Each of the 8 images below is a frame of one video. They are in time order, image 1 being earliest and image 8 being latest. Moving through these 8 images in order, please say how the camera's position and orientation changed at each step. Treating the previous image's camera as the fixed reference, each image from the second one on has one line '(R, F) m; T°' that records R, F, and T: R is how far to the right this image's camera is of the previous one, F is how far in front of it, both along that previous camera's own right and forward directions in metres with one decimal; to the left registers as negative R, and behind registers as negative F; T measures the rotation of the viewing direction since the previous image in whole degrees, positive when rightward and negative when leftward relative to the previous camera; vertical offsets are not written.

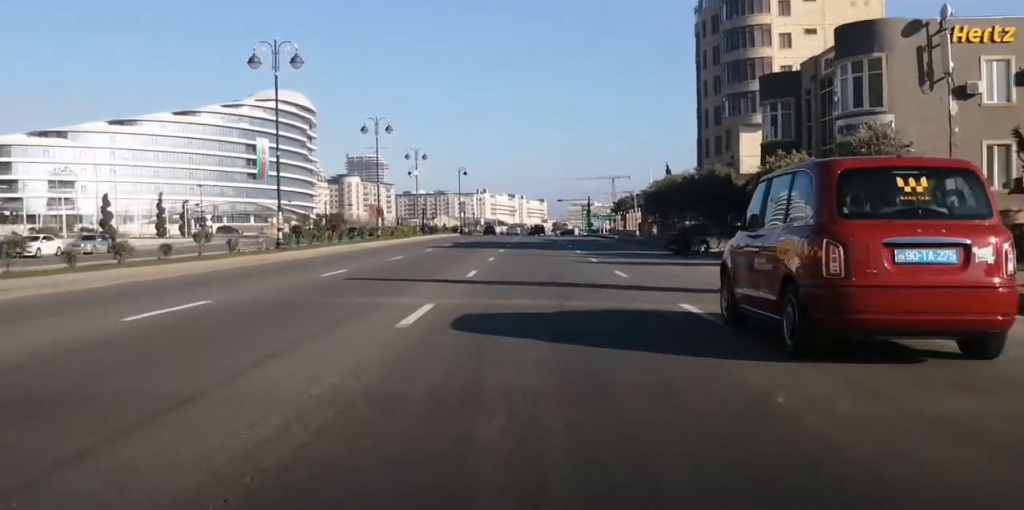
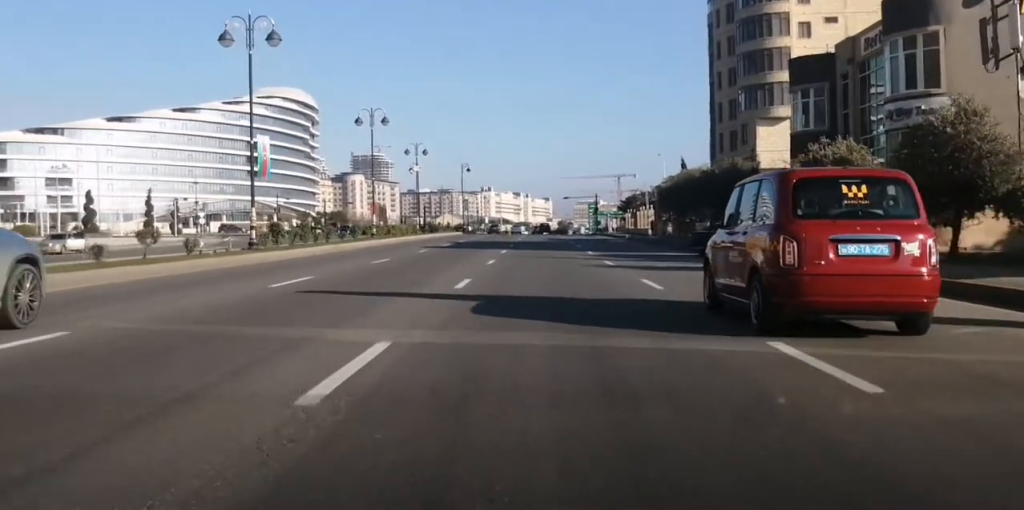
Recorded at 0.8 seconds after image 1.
(-0.3, +4.6) m; +1°
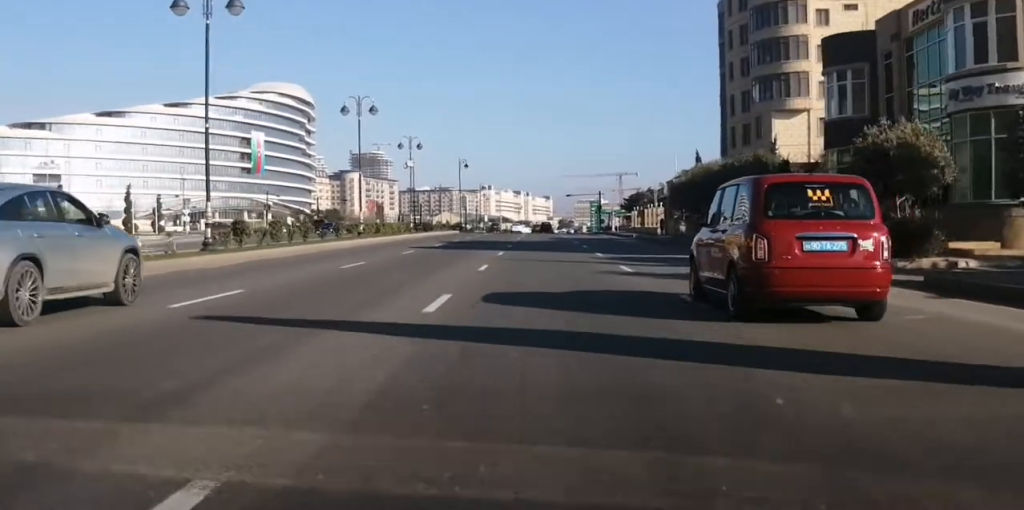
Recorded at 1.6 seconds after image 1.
(+0.5, +5.1) m; +1°
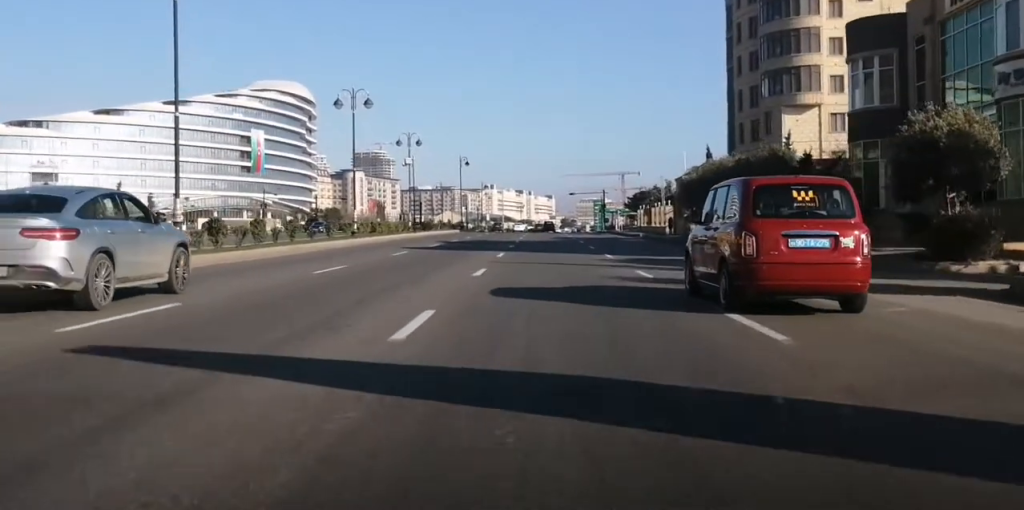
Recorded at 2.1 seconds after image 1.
(-0.1, +3.2) m; -1°
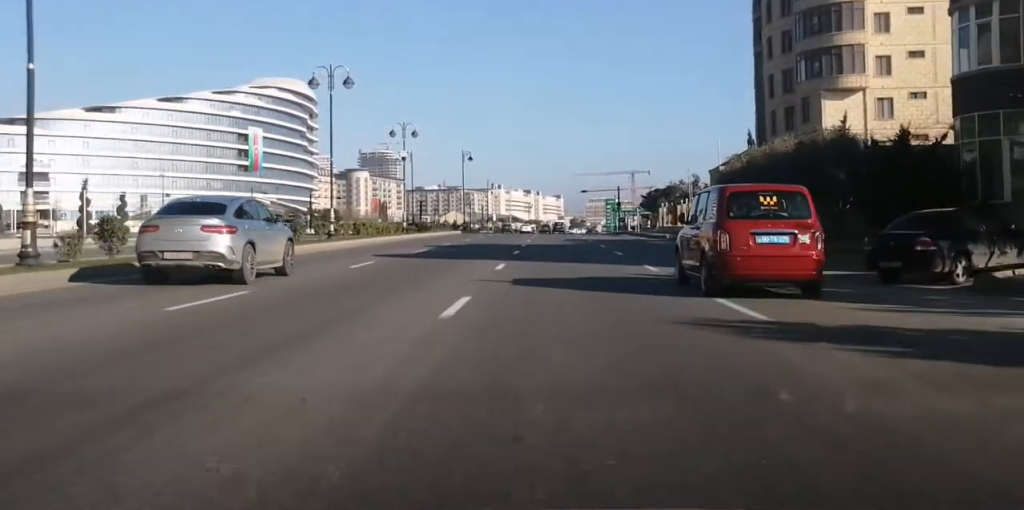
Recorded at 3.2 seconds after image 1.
(-0.4, +9.0) m; -2°
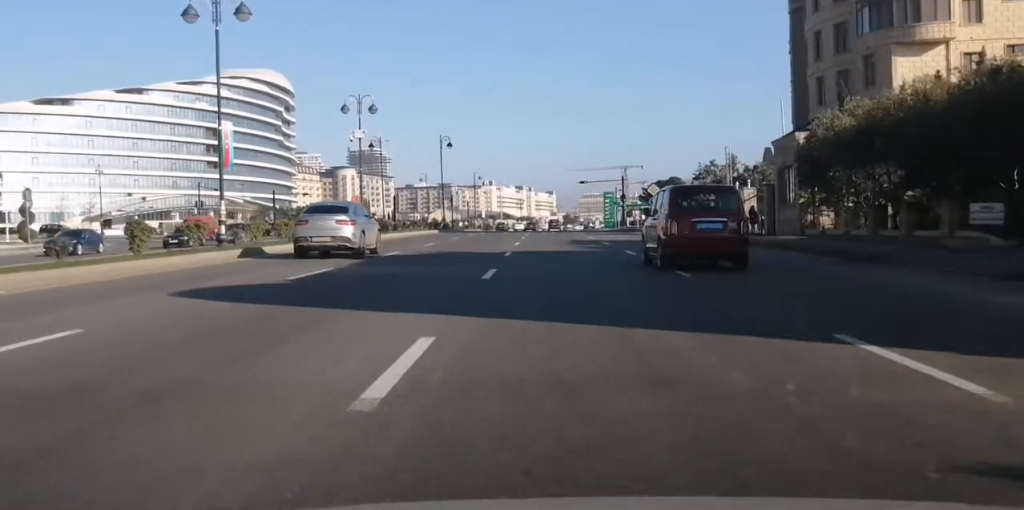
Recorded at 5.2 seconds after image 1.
(+0.2, +17.7) m; +1°
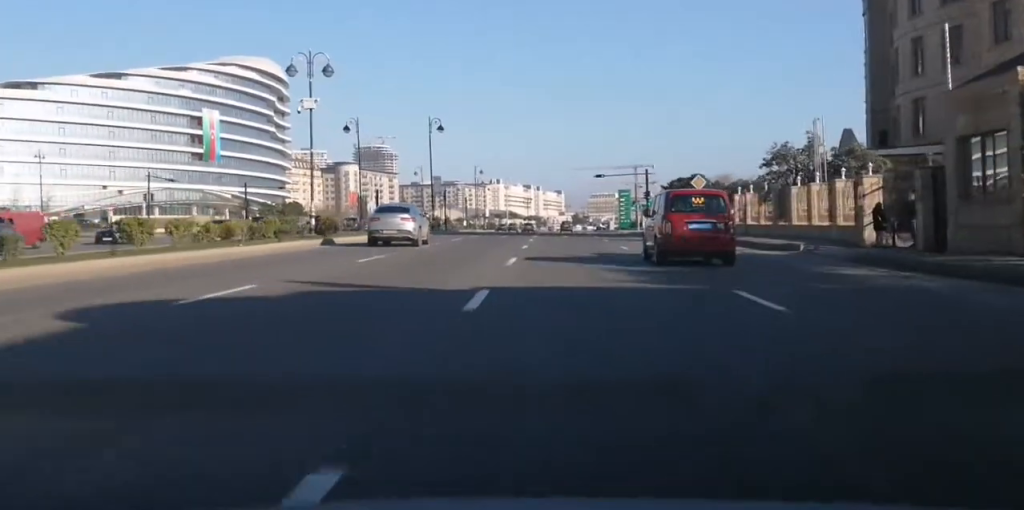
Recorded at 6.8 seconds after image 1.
(+0.1, +16.6) m; +1°
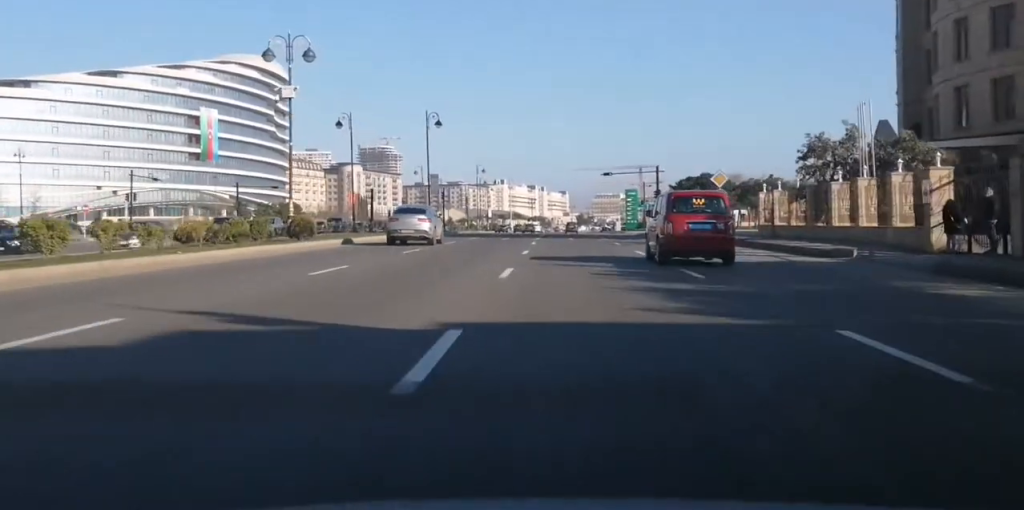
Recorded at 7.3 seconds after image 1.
(0.0, +5.3) m; 0°
